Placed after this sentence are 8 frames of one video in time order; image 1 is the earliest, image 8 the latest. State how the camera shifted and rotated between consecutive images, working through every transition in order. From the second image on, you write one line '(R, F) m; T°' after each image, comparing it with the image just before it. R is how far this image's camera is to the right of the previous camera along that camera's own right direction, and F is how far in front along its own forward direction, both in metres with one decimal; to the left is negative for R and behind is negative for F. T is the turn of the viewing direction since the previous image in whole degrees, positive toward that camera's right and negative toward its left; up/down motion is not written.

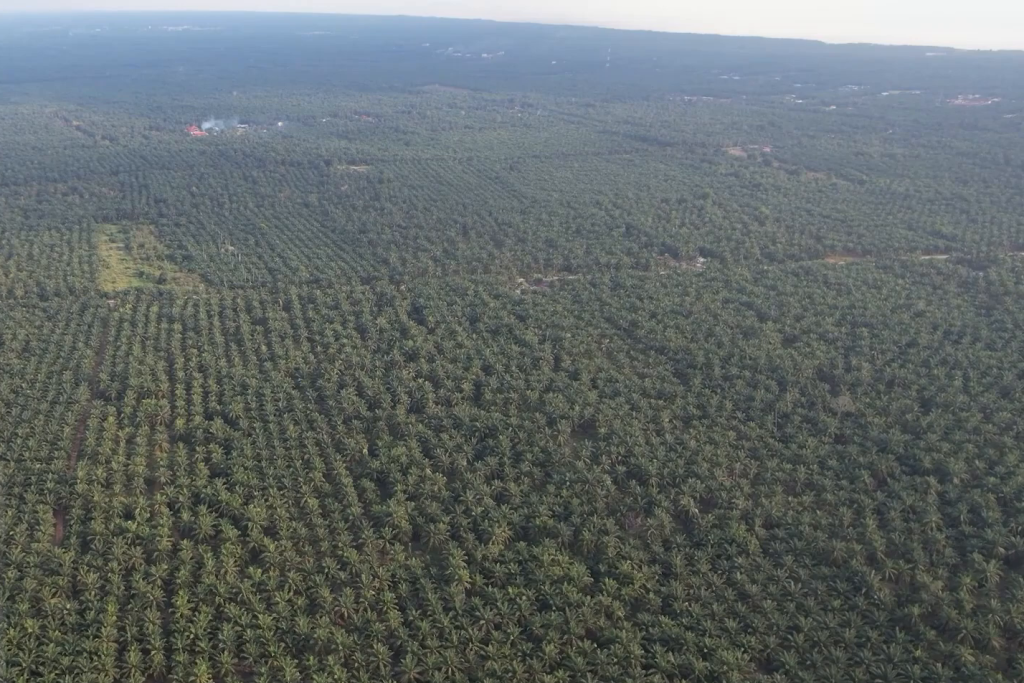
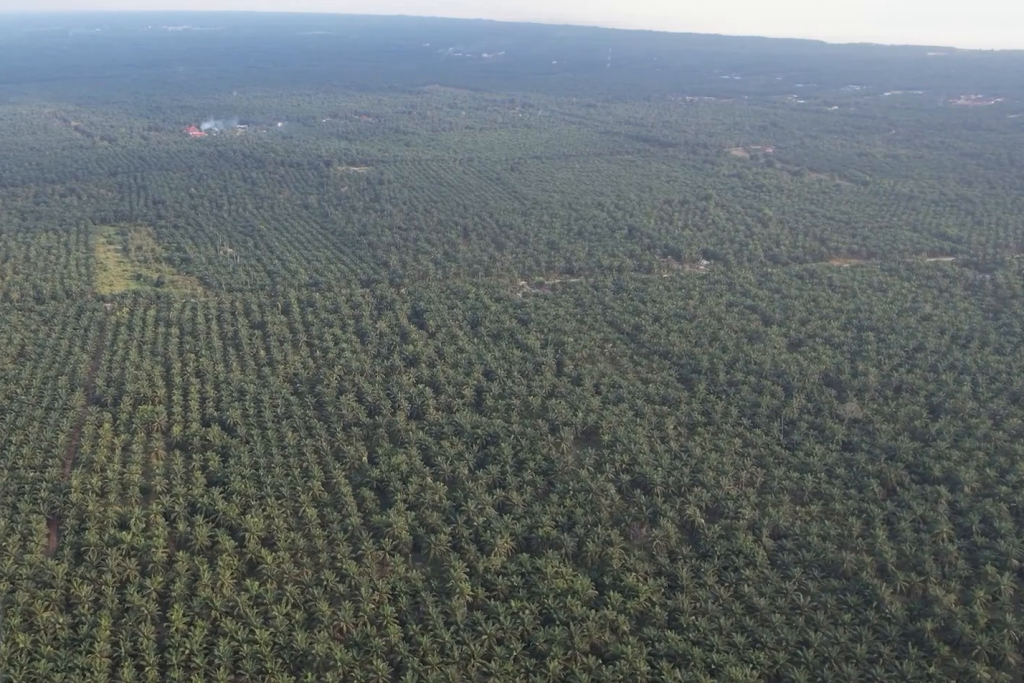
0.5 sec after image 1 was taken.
(0.0, +7.8) m; 0°
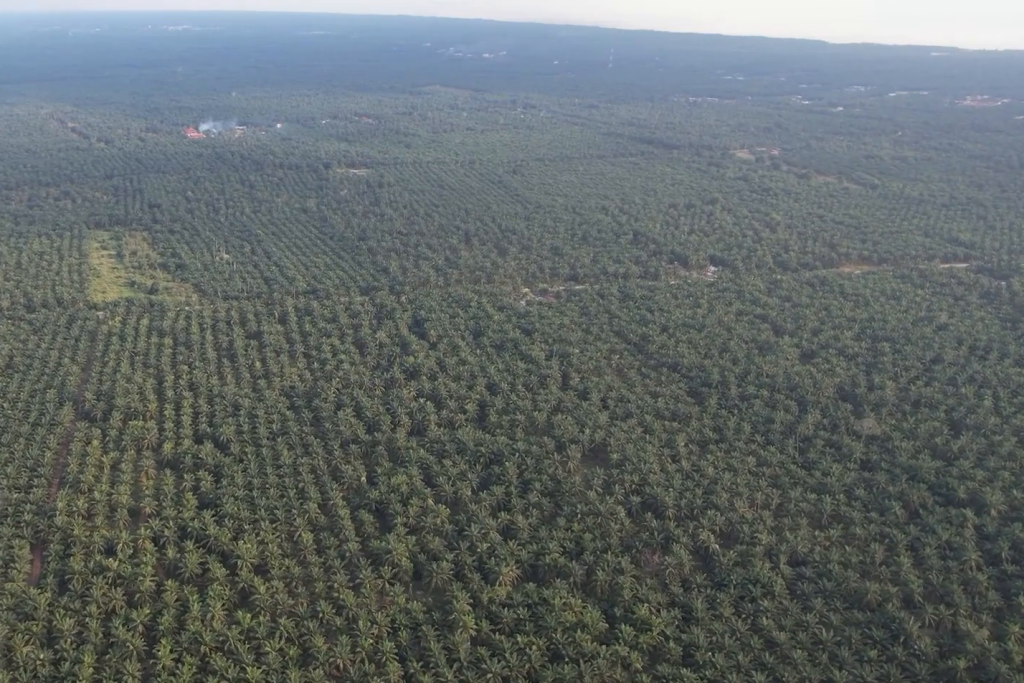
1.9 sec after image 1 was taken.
(0.0, +19.1) m; 0°
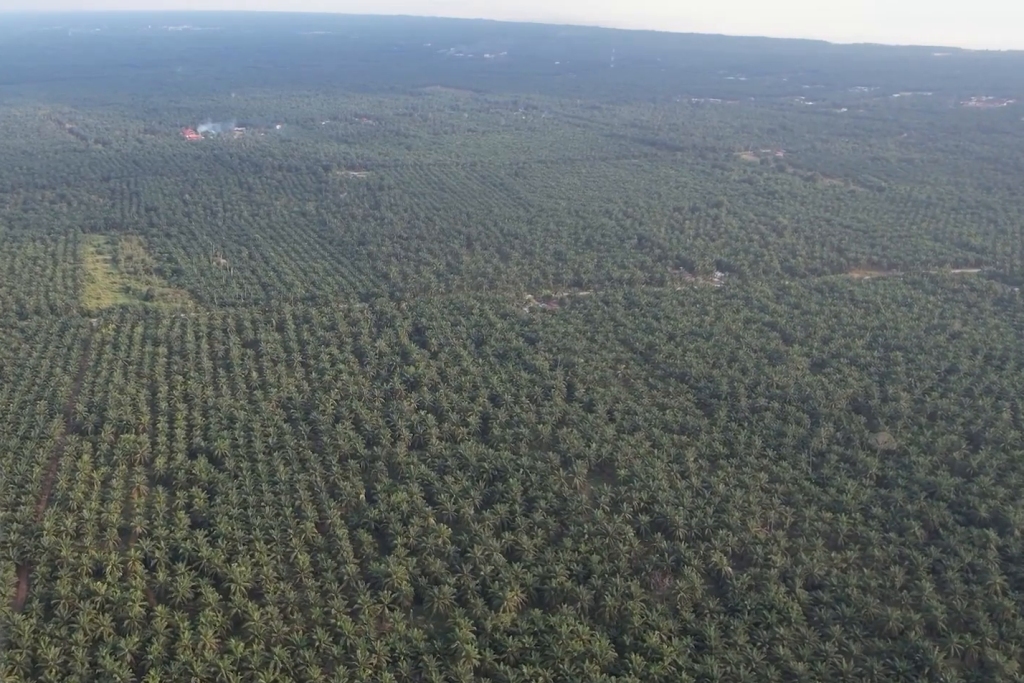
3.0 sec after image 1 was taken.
(0.0, +15.5) m; 0°
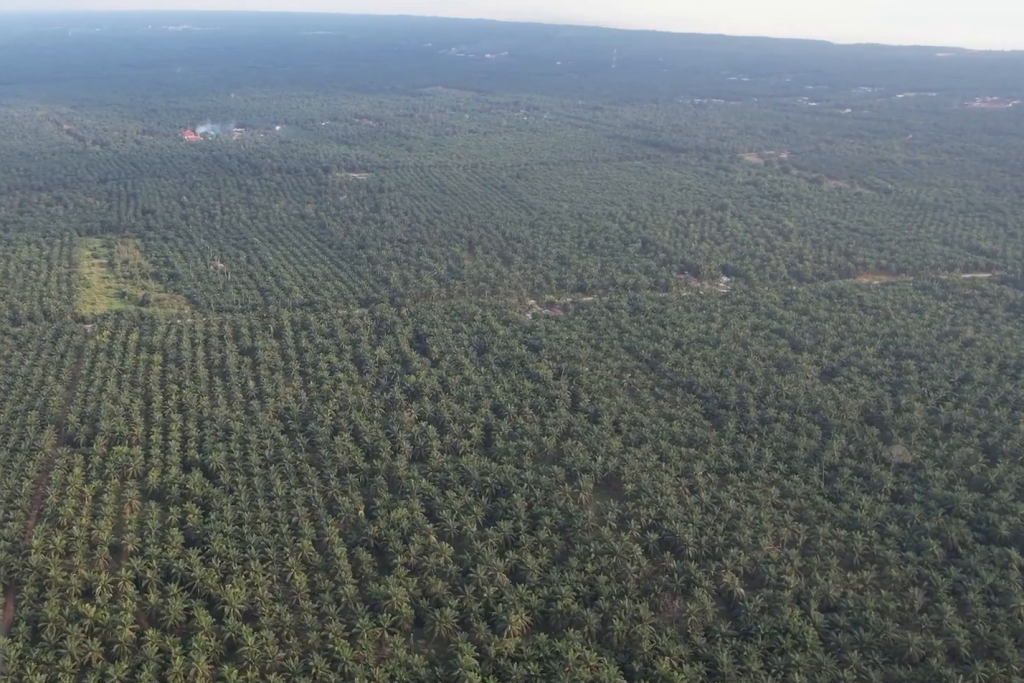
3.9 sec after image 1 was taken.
(0.0, +13.1) m; 0°
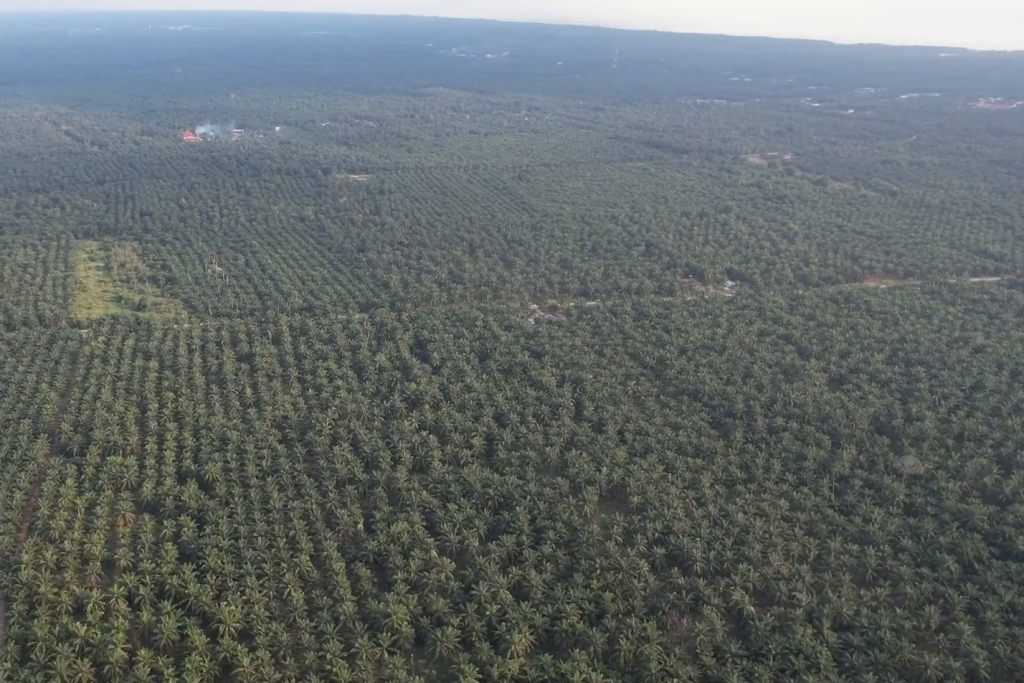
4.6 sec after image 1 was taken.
(0.0, +10.7) m; 0°
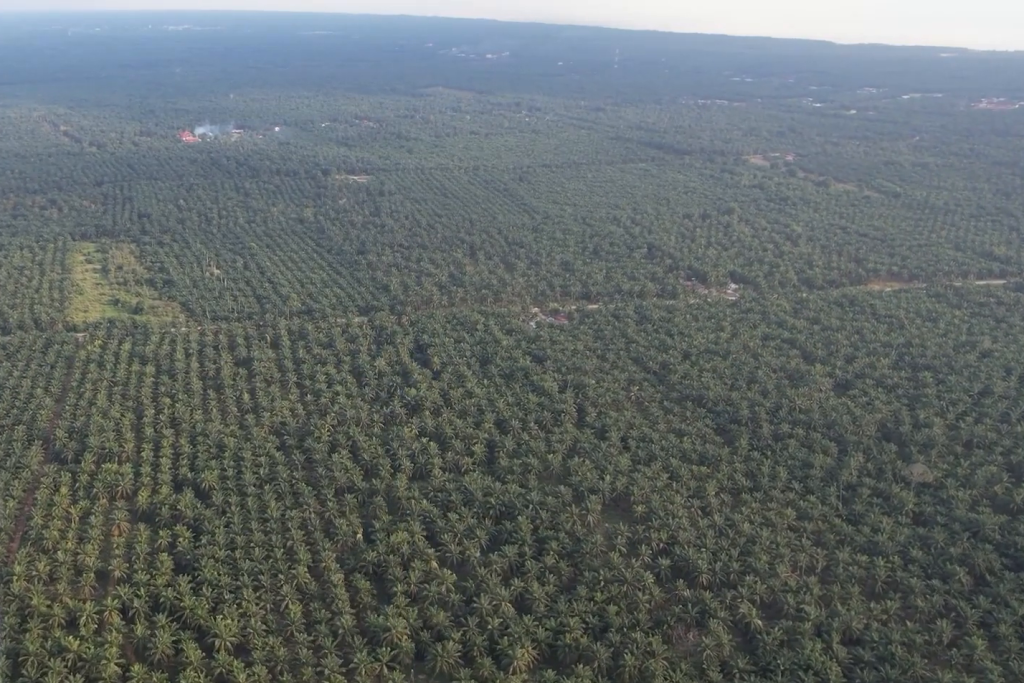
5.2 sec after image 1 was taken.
(0.0, +7.7) m; 0°
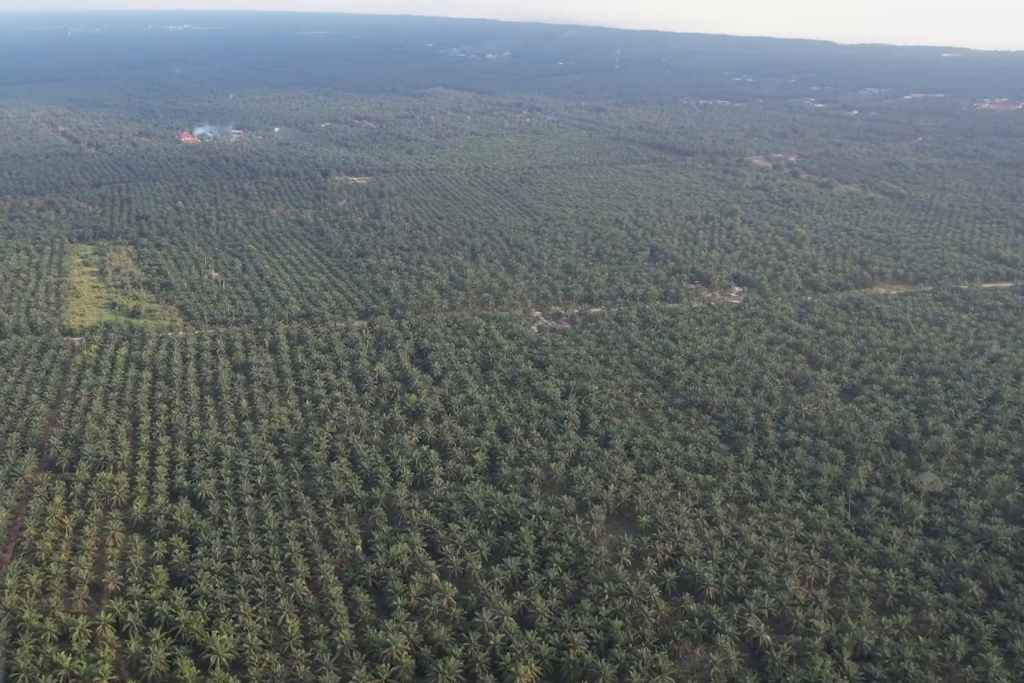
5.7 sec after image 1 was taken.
(0.0, +7.7) m; 0°
